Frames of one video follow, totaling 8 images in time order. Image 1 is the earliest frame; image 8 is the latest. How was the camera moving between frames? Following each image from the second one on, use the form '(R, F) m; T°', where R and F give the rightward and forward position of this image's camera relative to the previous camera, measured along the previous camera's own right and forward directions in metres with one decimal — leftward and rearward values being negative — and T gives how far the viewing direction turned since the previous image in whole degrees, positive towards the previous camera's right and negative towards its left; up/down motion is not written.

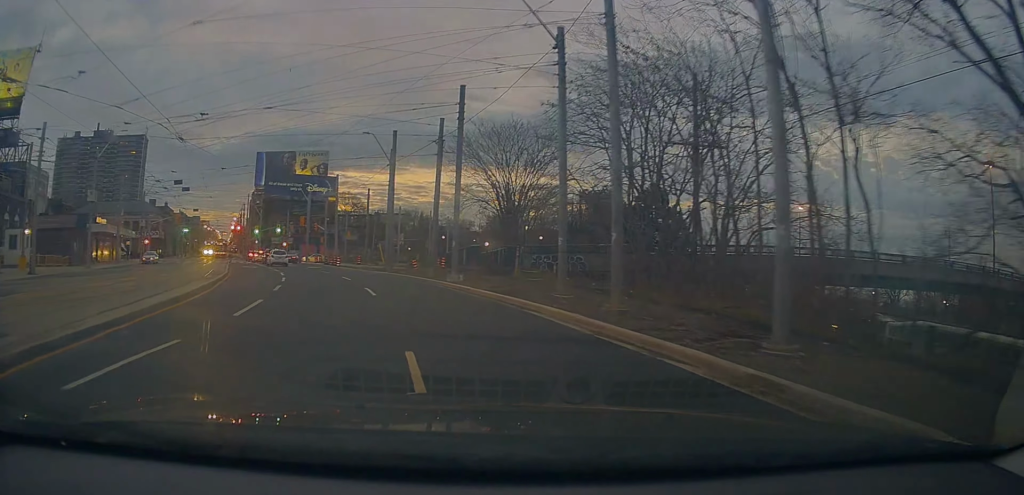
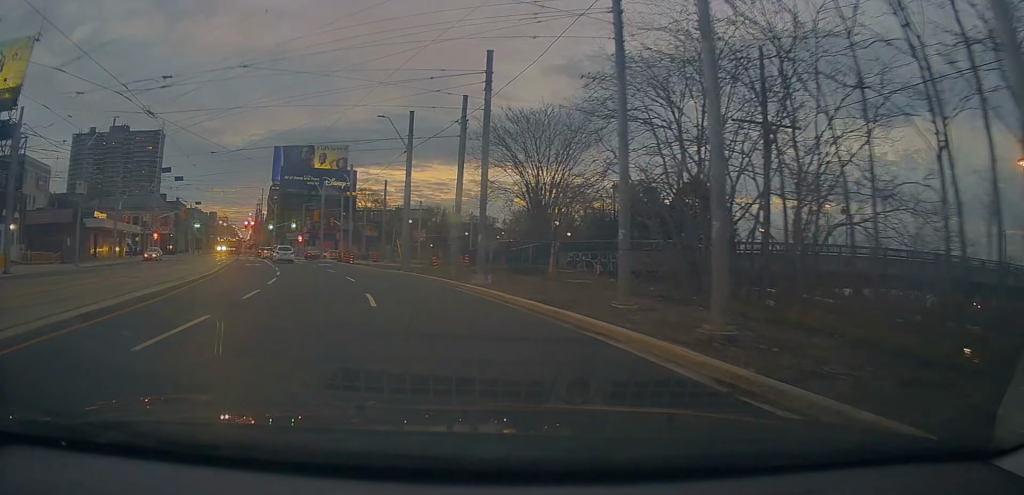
(-0.1, +4.4) m; -3°
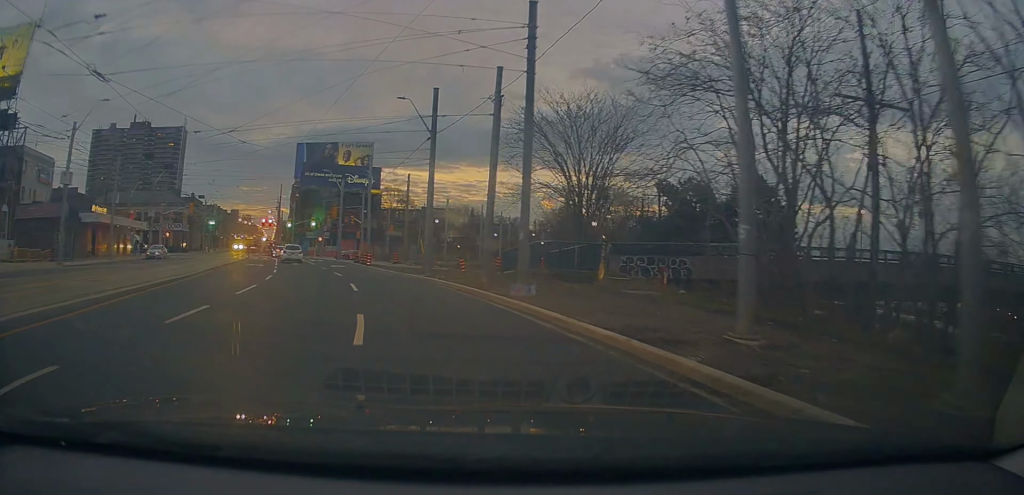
(-0.1, +5.0) m; -3°
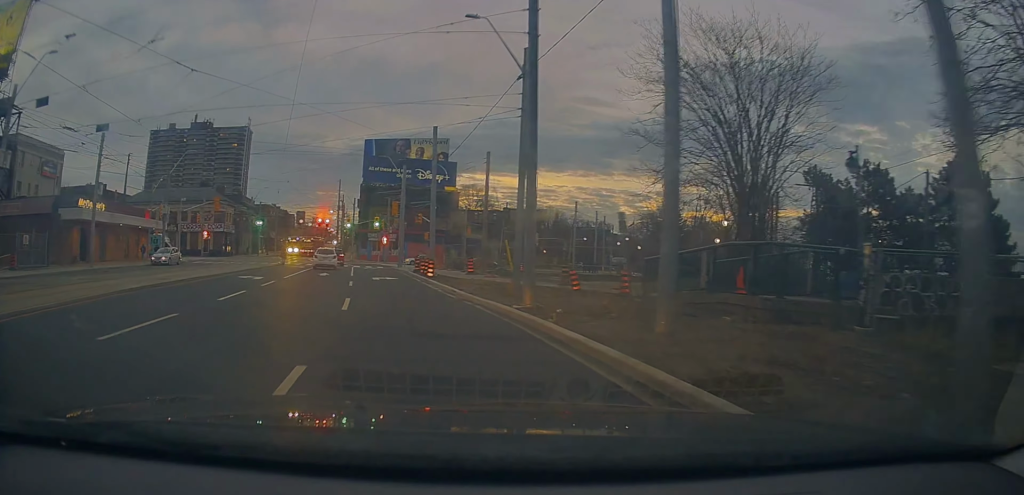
(-0.7, +13.6) m; -5°
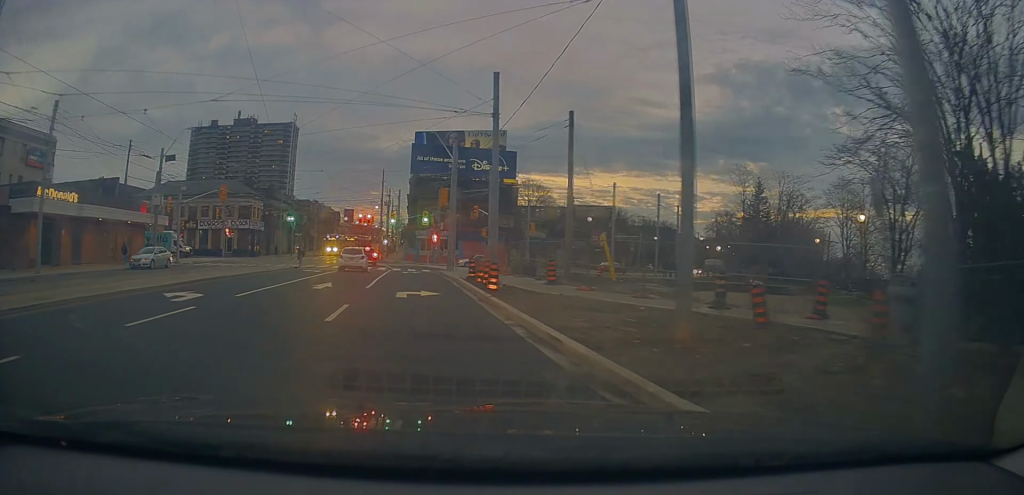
(-0.5, +11.1) m; -7°
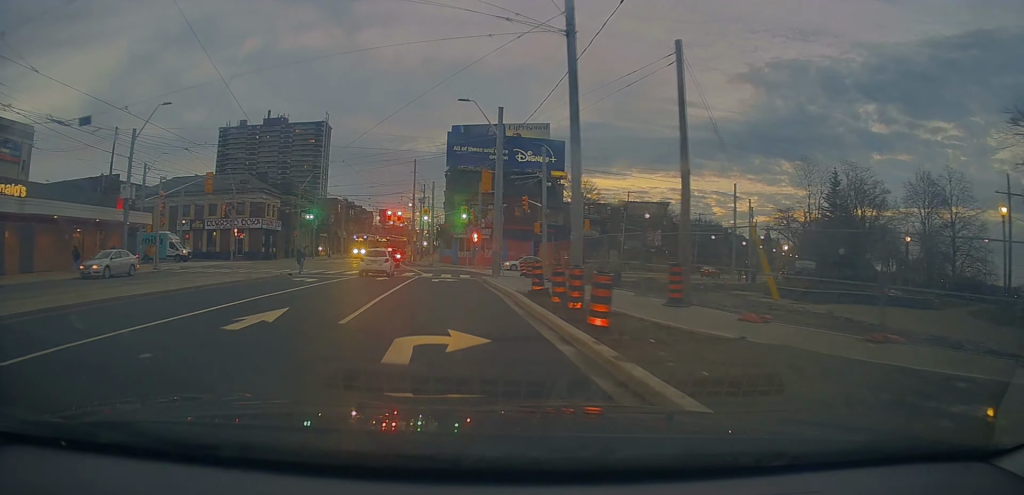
(-0.6, +9.2) m; -6°
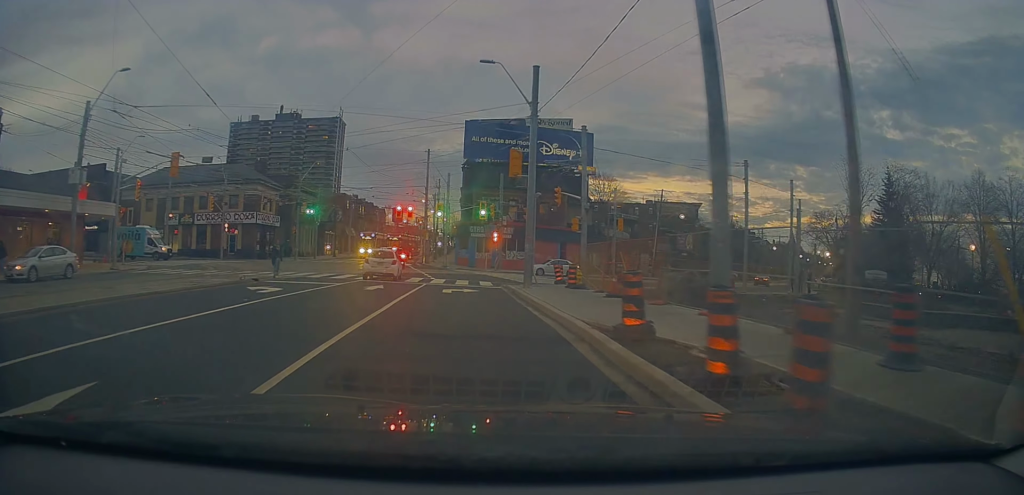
(-0.3, +7.2) m; -1°
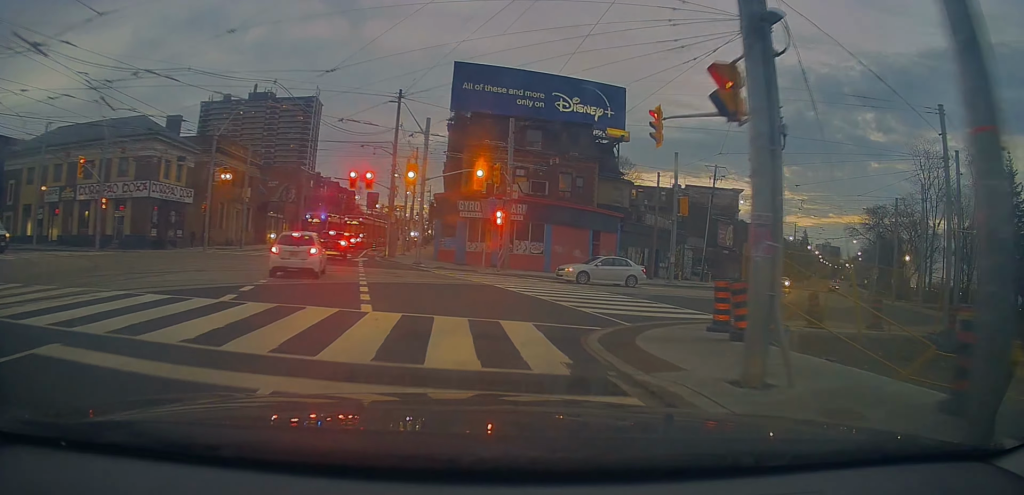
(+0.6, +20.9) m; +4°
